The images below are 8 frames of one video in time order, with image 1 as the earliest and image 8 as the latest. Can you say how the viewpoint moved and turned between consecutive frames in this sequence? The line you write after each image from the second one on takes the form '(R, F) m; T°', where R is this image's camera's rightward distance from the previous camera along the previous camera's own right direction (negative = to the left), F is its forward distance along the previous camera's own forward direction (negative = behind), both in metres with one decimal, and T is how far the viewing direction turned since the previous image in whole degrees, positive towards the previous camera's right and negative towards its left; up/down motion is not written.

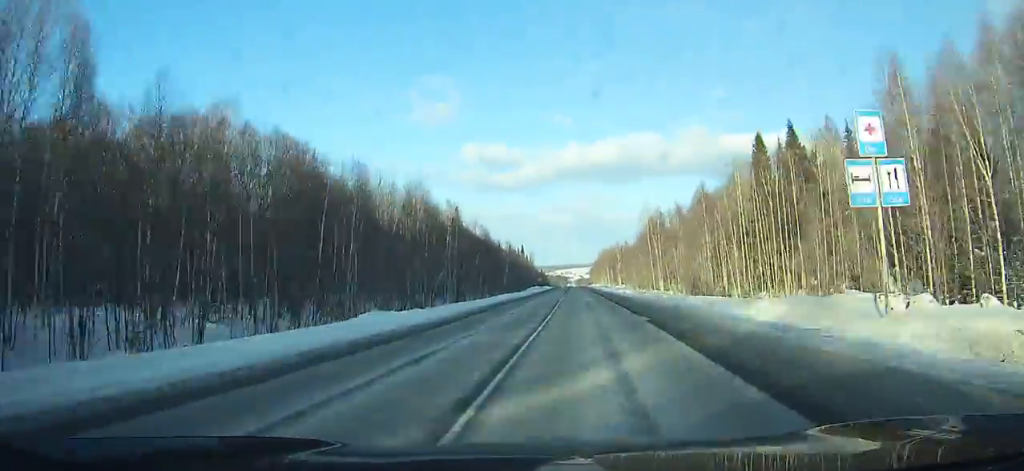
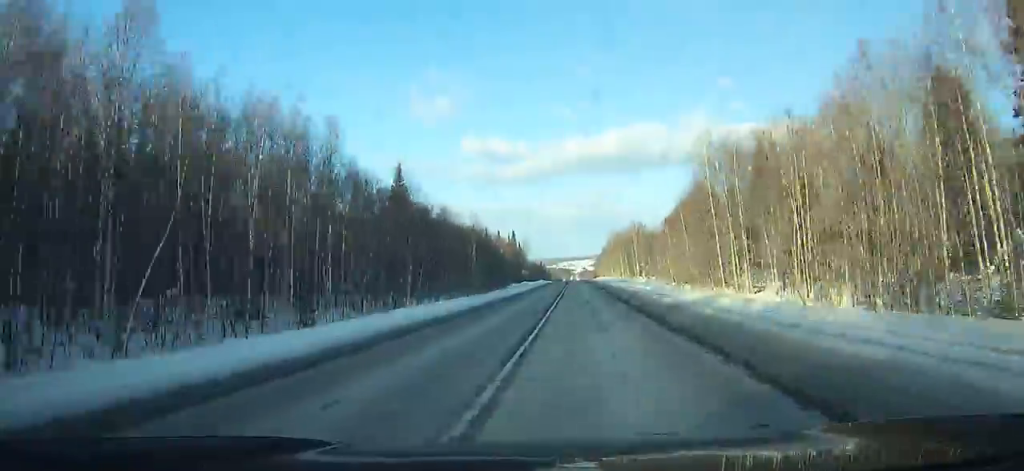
(-0.6, +50.1) m; -1°
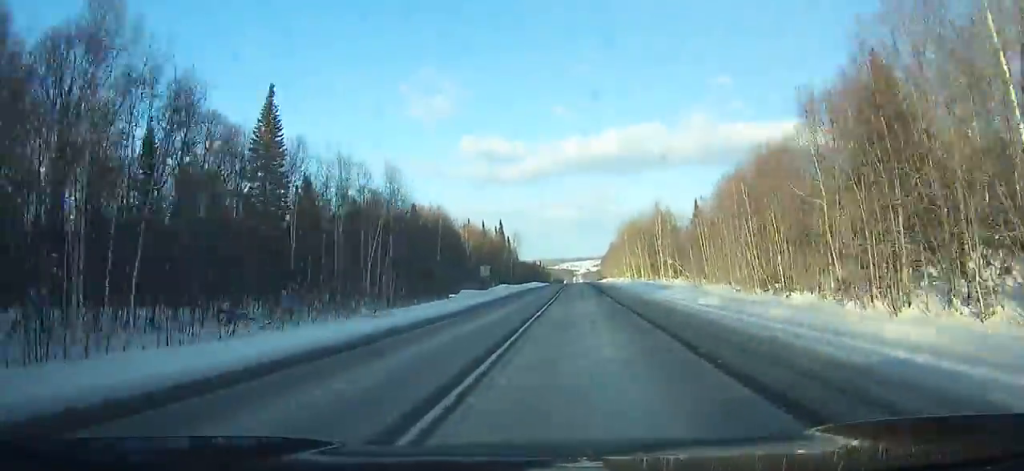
(+0.3, +45.8) m; 0°
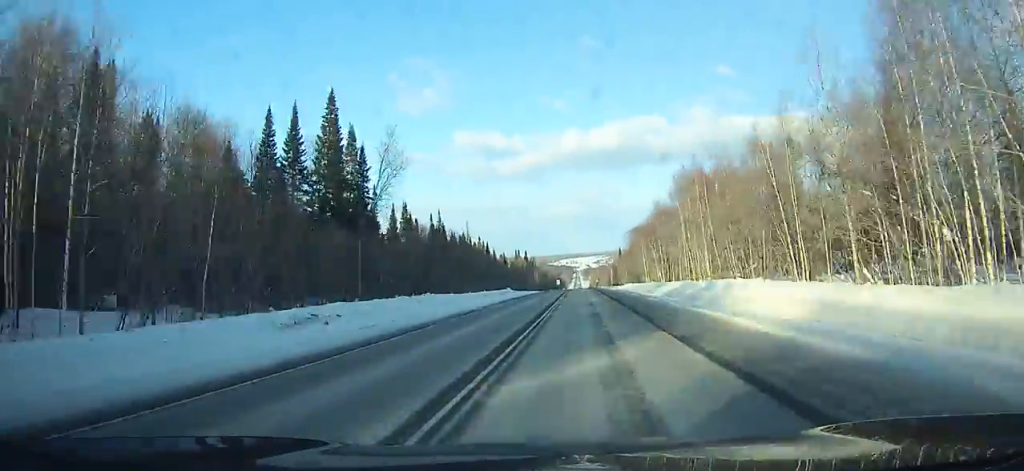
(-1.5, +137.9) m; 0°
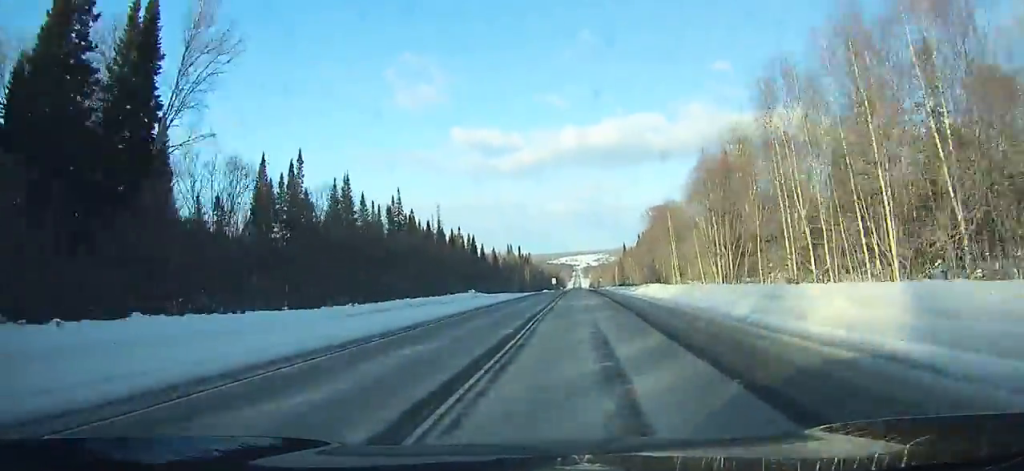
(+0.1, +36.0) m; 0°
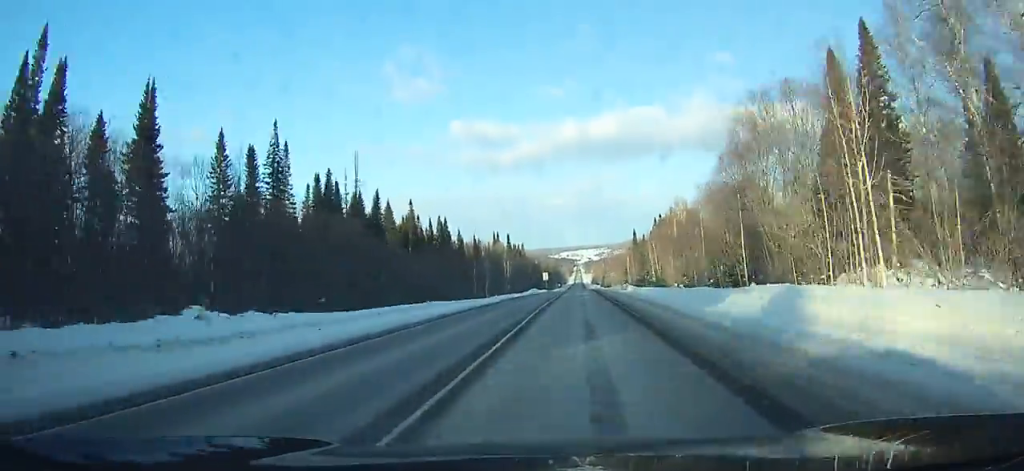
(0.0, +53.1) m; 0°
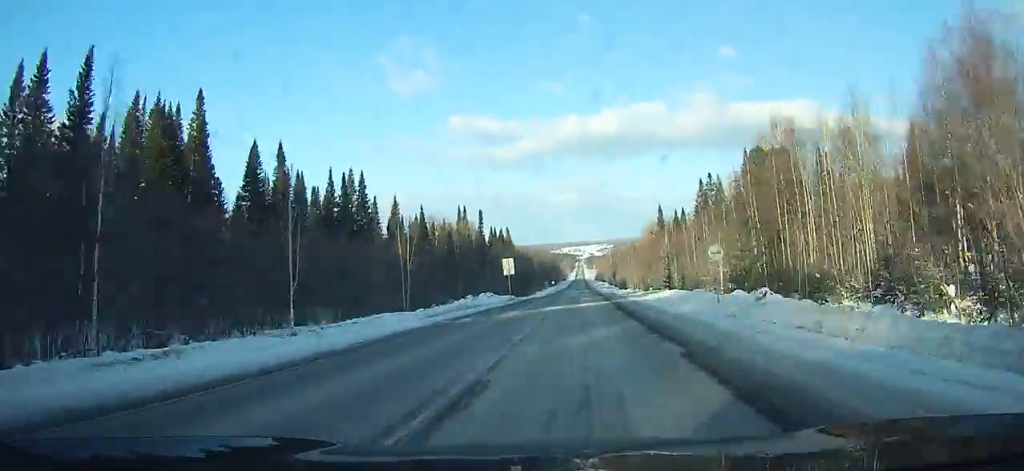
(-0.1, +75.9) m; 0°
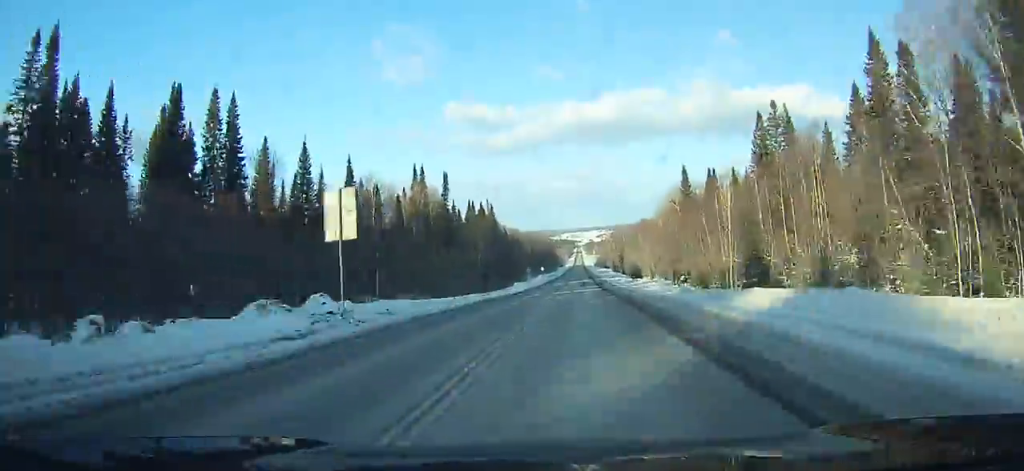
(+0.1, +47.0) m; 0°
